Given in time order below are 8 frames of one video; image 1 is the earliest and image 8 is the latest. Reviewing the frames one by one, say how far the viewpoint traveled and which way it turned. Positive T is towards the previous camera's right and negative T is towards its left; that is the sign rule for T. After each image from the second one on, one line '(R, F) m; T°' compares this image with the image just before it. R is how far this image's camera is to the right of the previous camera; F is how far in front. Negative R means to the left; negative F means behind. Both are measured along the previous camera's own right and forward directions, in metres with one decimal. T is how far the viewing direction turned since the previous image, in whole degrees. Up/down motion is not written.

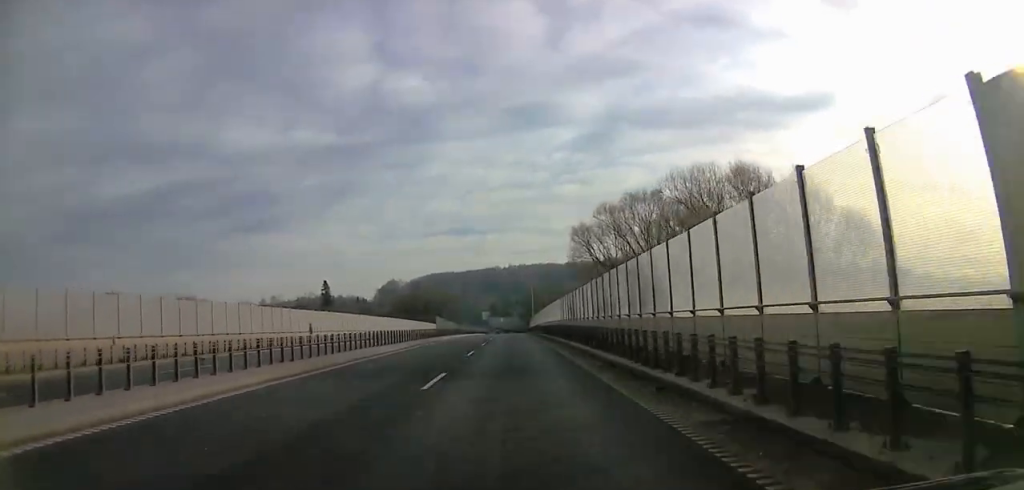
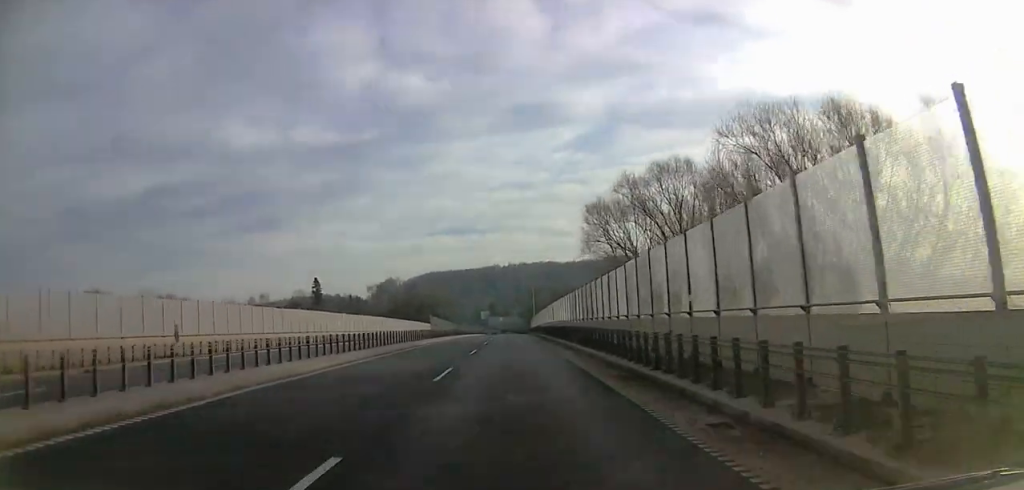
(0.0, +10.2) m; 0°
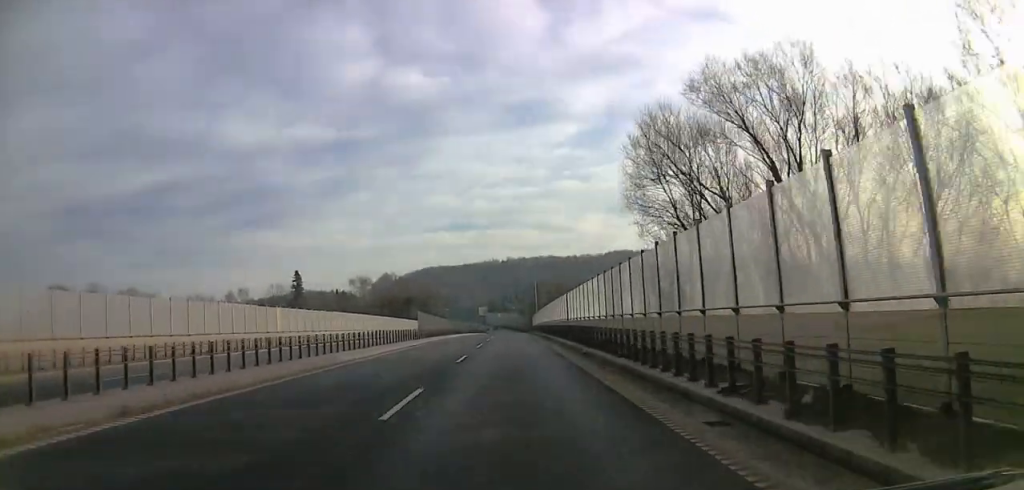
(0.0, +18.1) m; 0°
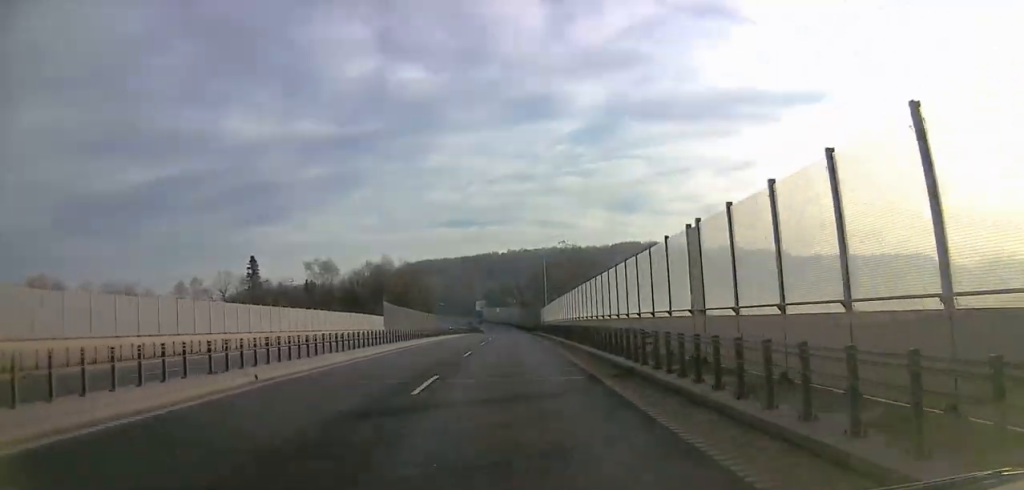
(0.0, +33.2) m; 0°
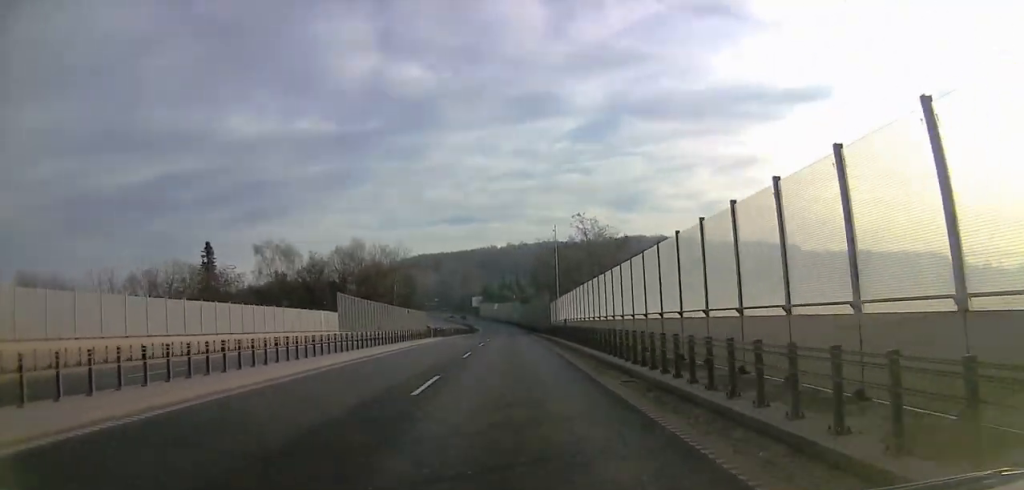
(0.0, +22.6) m; 0°
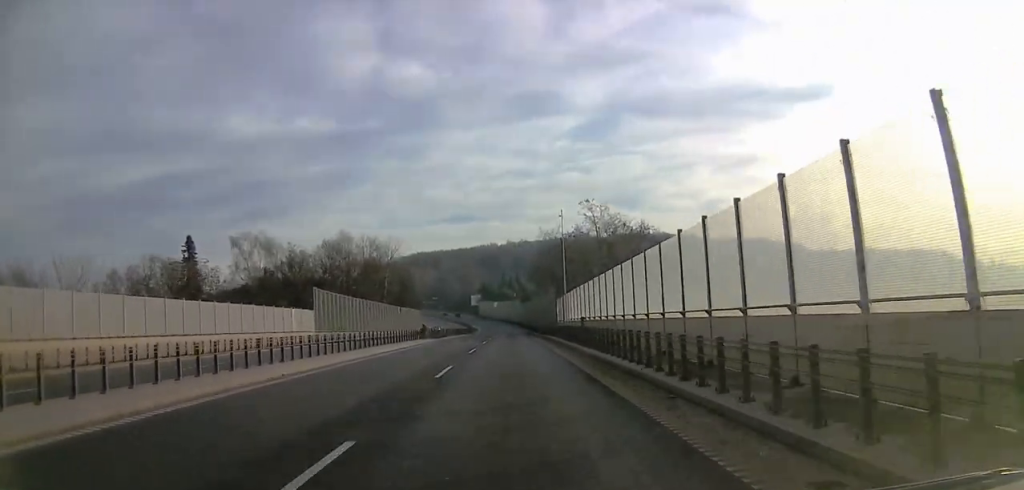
(0.0, +7.6) m; 0°
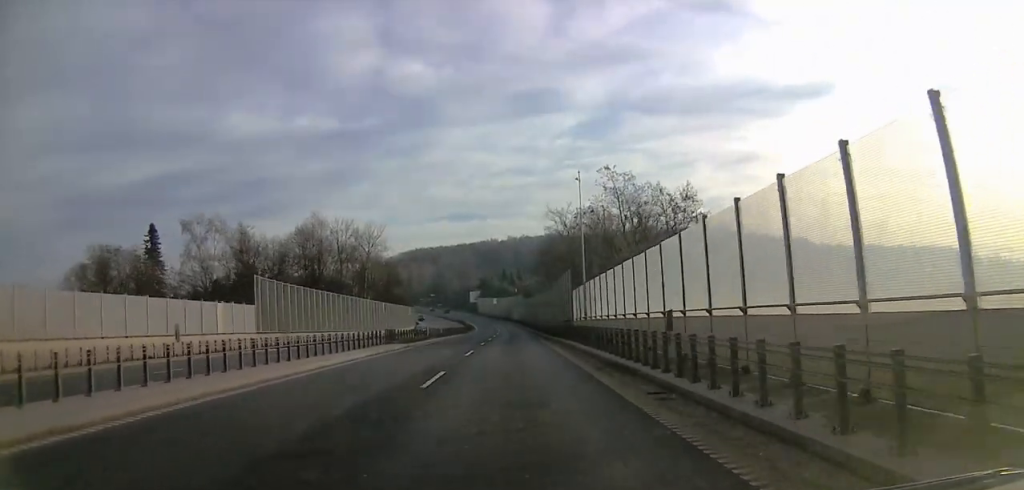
(0.0, +12.7) m; 0°
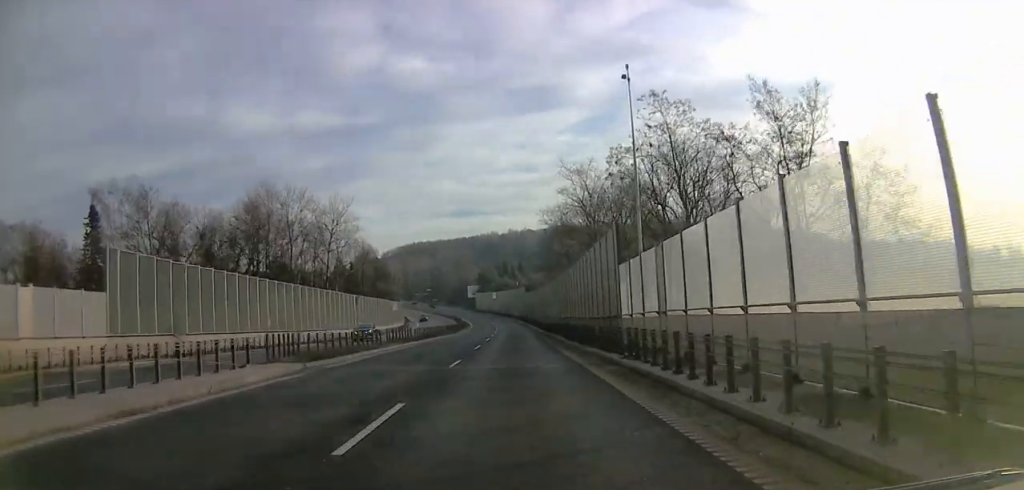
(0.0, +16.8) m; 0°
